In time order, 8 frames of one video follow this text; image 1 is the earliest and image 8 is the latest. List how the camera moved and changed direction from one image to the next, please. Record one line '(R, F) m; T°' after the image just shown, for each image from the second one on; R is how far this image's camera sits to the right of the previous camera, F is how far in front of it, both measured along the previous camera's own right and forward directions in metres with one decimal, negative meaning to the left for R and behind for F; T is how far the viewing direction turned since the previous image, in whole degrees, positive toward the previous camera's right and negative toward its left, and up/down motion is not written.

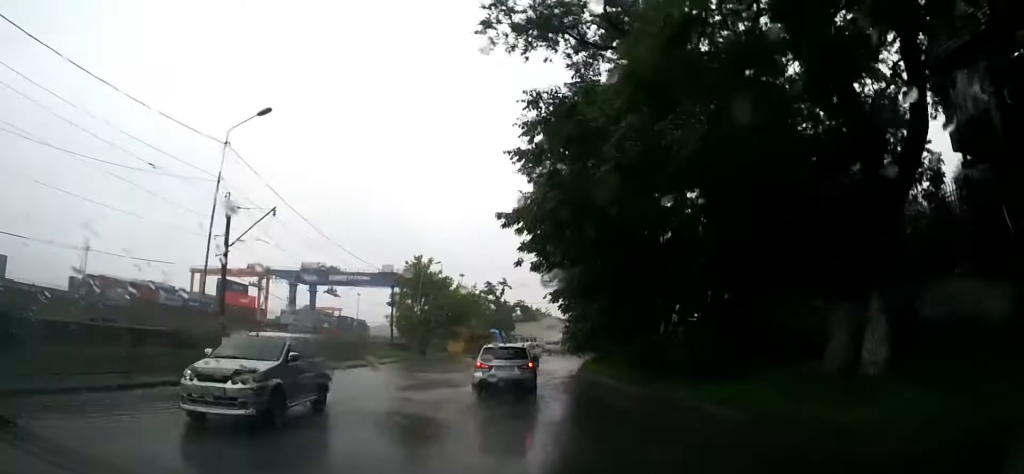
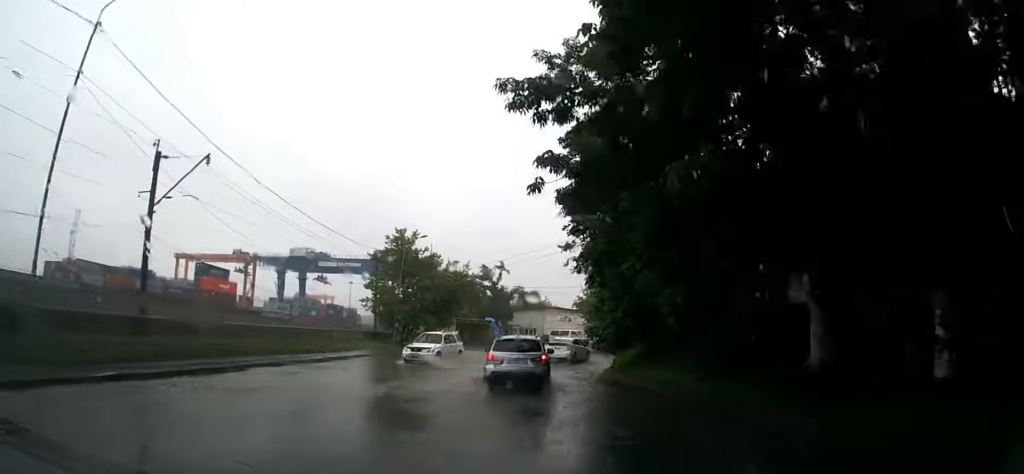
(-0.3, +8.4) m; 0°
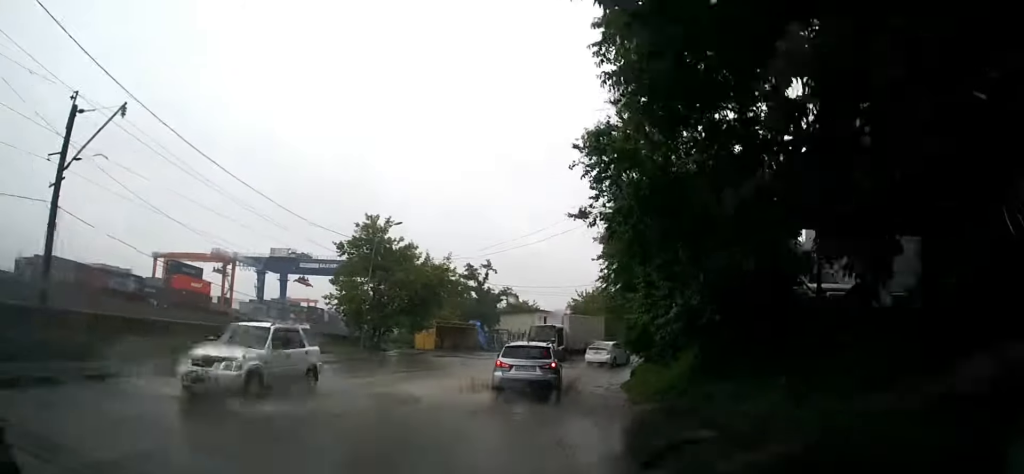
(+0.2, +6.5) m; +4°
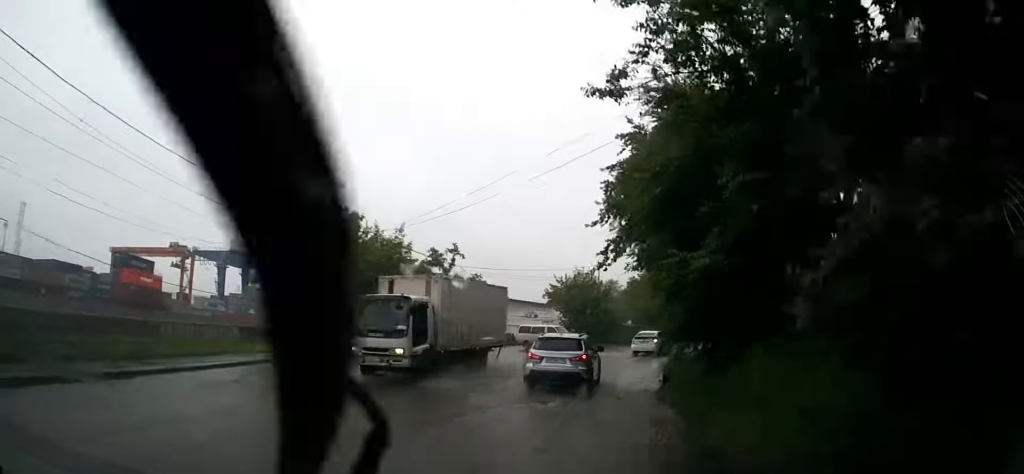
(+0.3, +8.3) m; +4°
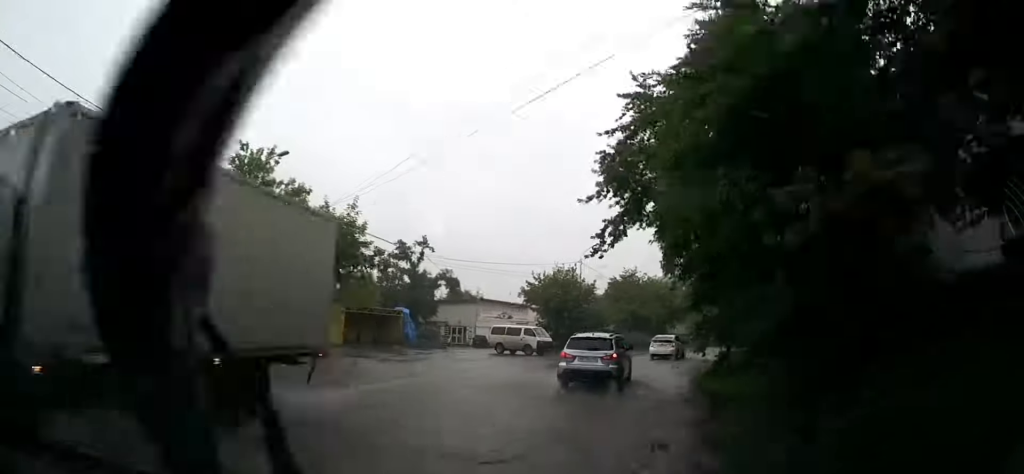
(0.0, +4.9) m; +5°
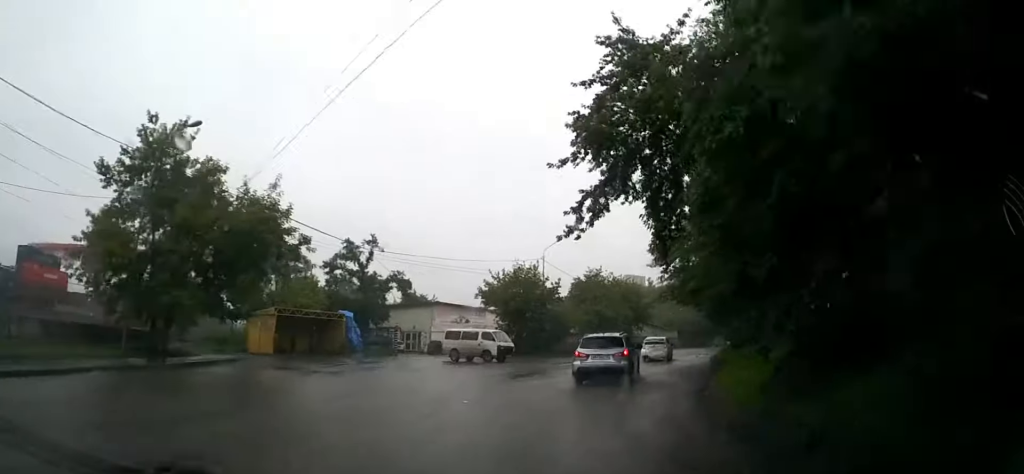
(+0.3, +4.6) m; +7°
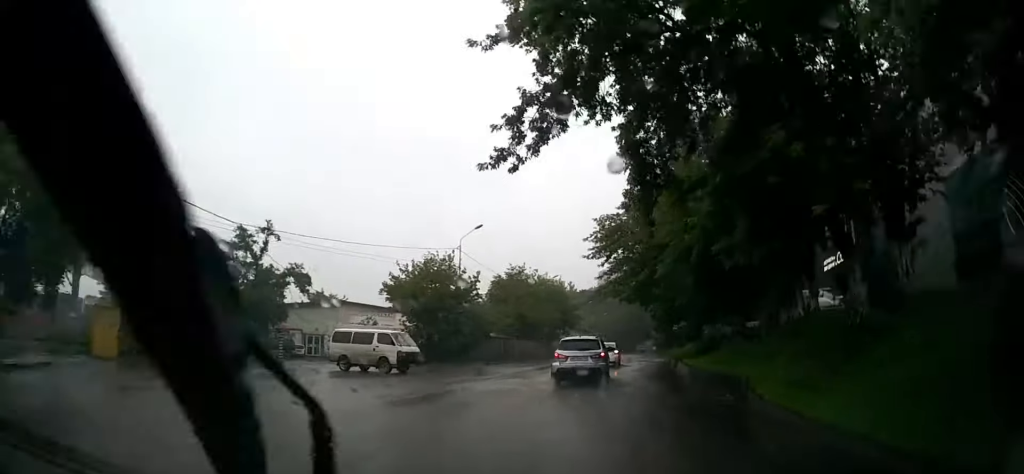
(+0.6, +6.9) m; +8°
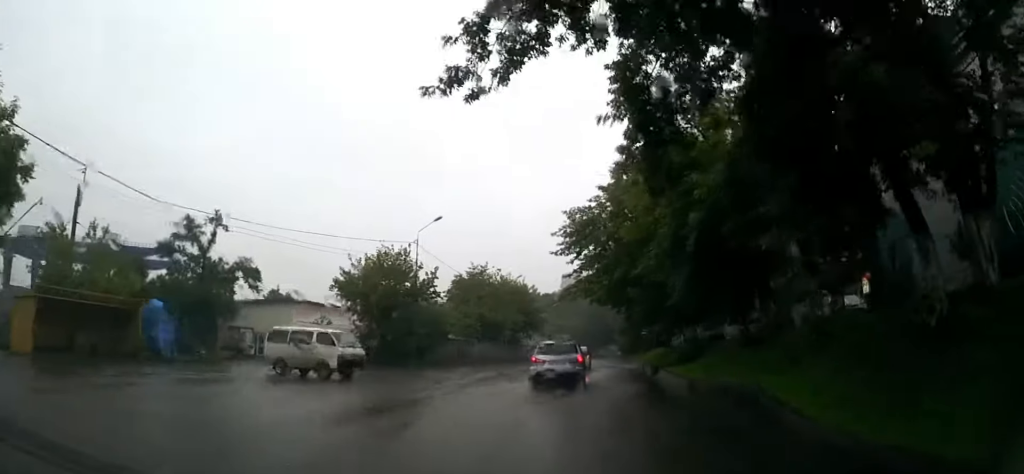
(+0.1, +3.0) m; +2°
